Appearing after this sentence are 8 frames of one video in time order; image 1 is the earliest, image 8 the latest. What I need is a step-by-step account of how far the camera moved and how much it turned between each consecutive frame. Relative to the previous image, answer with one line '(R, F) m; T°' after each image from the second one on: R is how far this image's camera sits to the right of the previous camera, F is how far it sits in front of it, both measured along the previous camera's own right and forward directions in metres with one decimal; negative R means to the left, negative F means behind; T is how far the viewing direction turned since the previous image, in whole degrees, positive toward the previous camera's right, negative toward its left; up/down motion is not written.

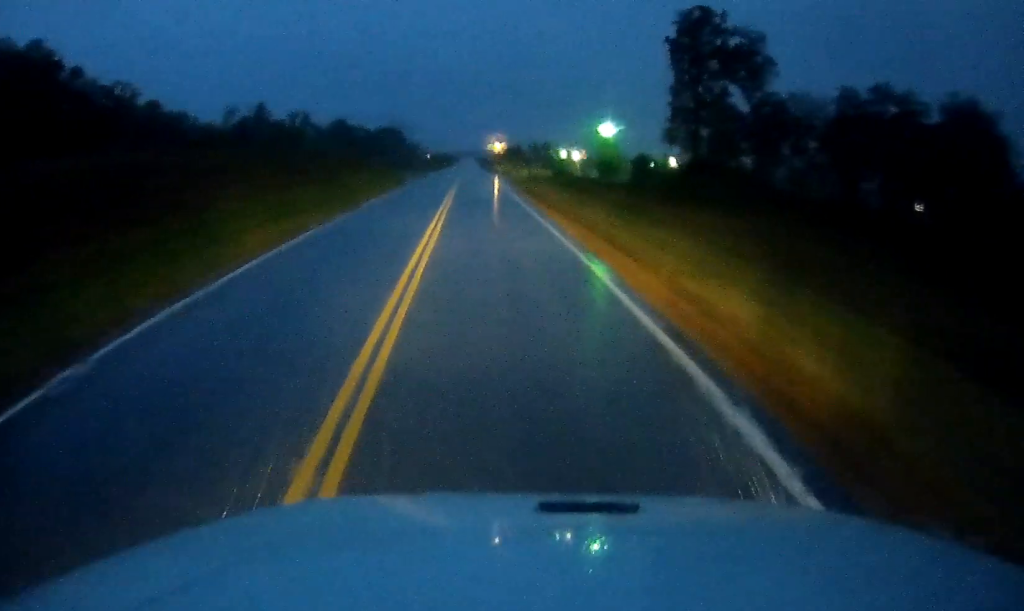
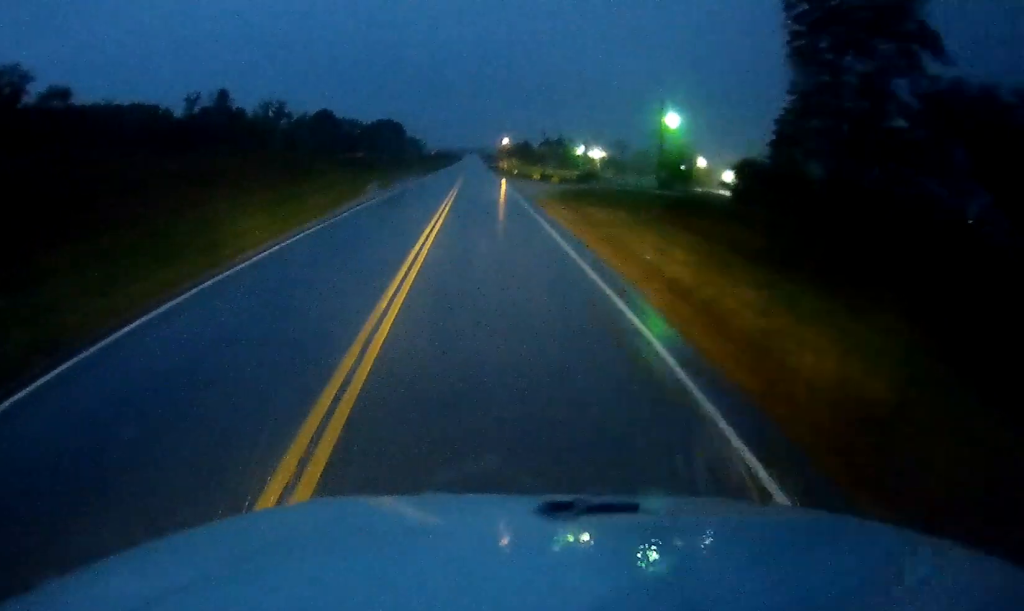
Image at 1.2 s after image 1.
(+0.4, +27.5) m; +1°
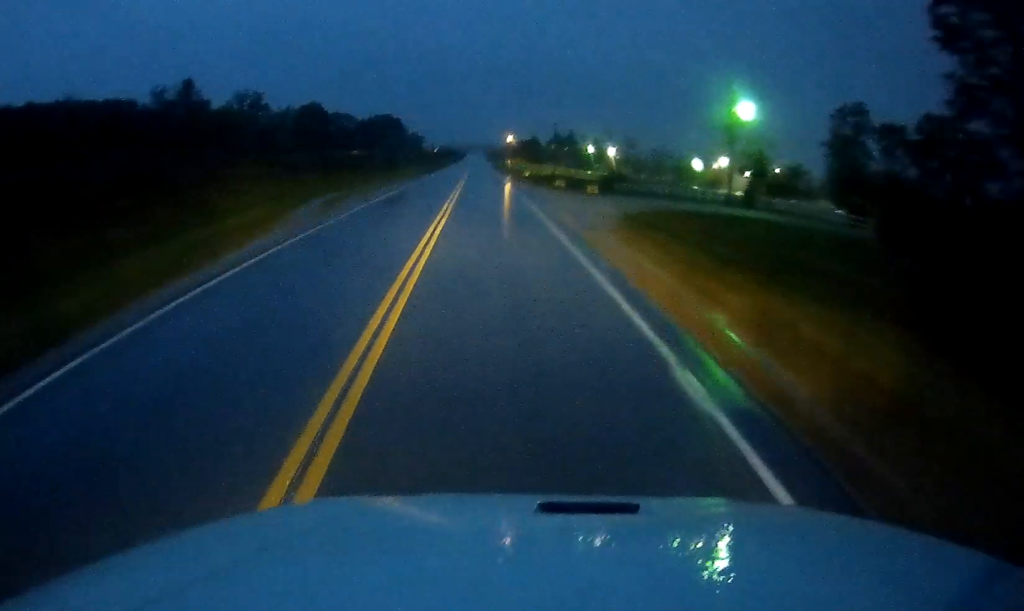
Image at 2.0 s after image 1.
(-0.1, +17.6) m; 0°
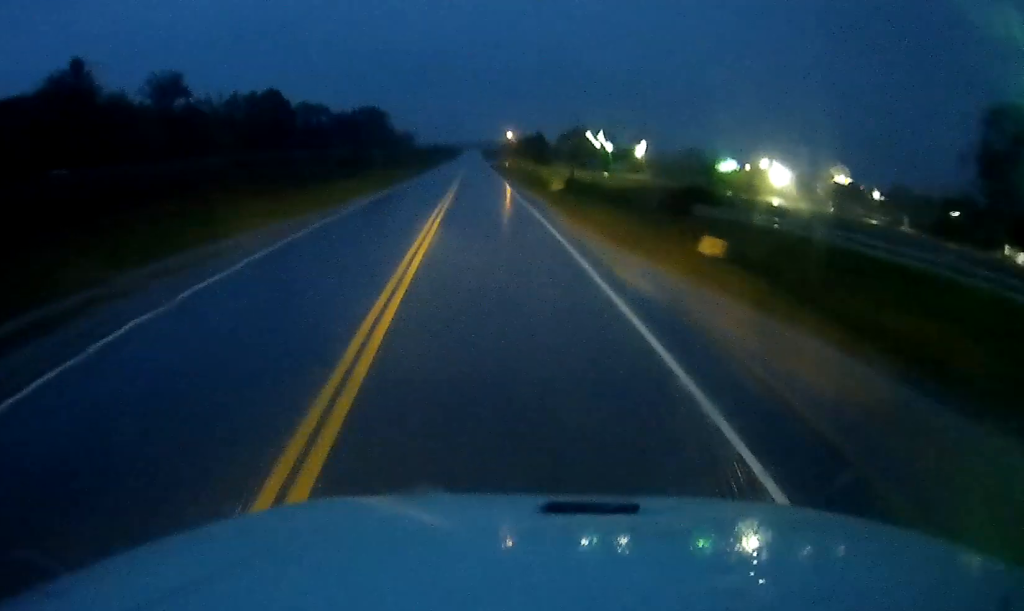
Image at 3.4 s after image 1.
(-0.1, +33.9) m; -1°
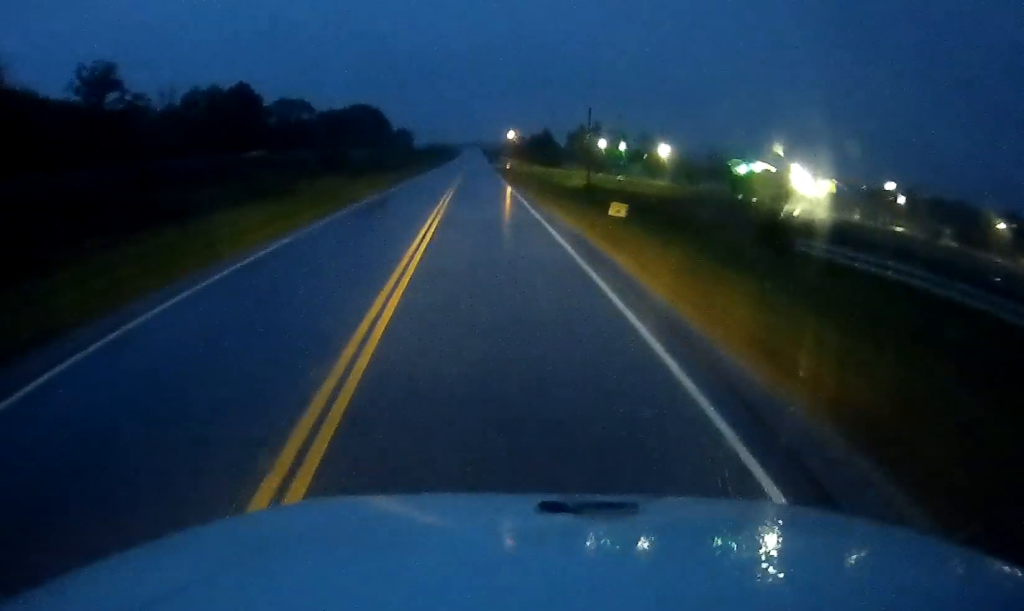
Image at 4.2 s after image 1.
(-0.3, +18.5) m; 0°
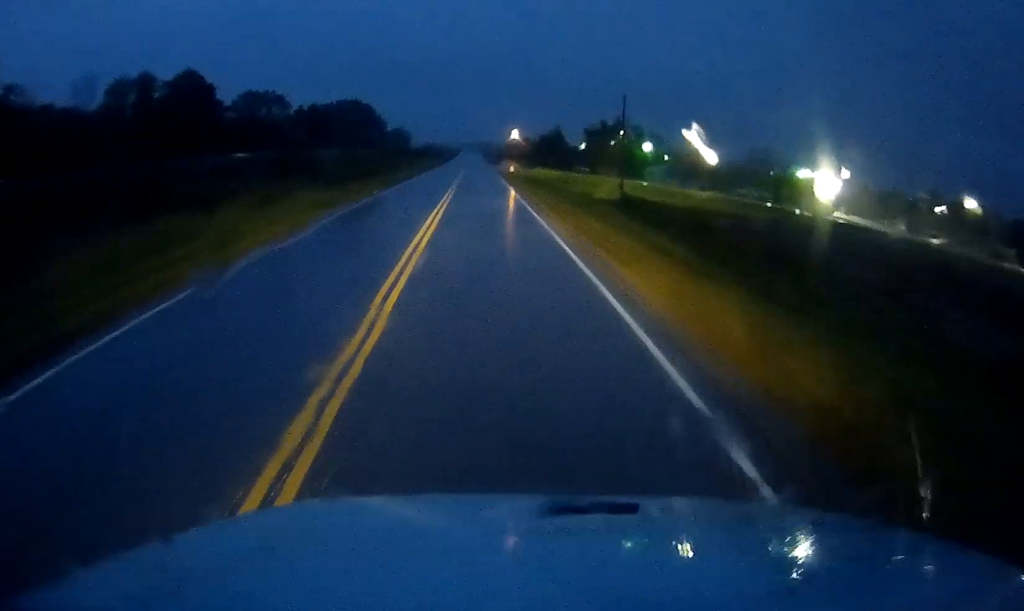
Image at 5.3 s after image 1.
(+0.4, +24.1) m; 0°
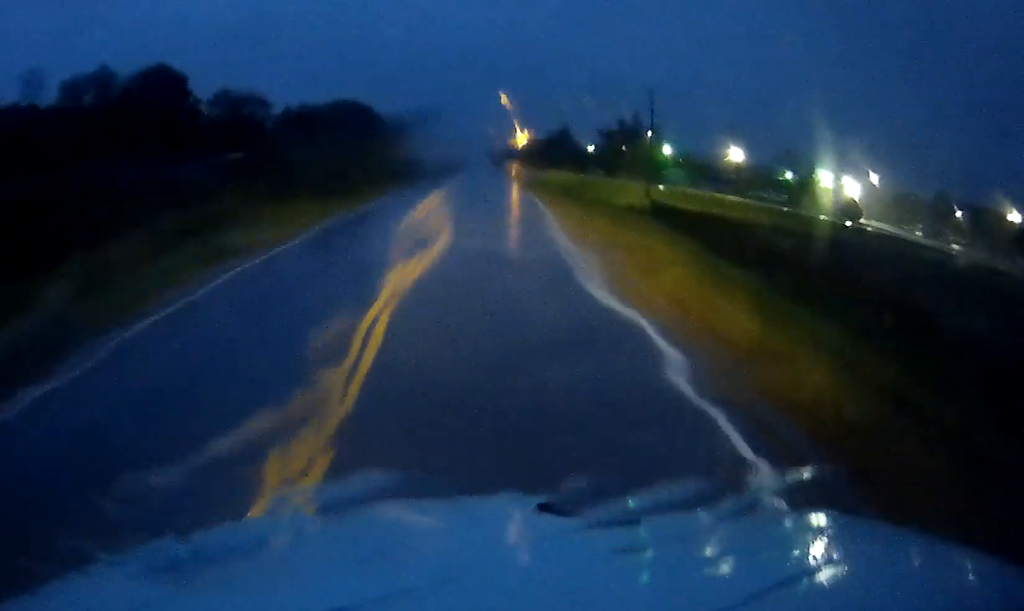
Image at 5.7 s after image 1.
(-0.1, +10.9) m; 0°
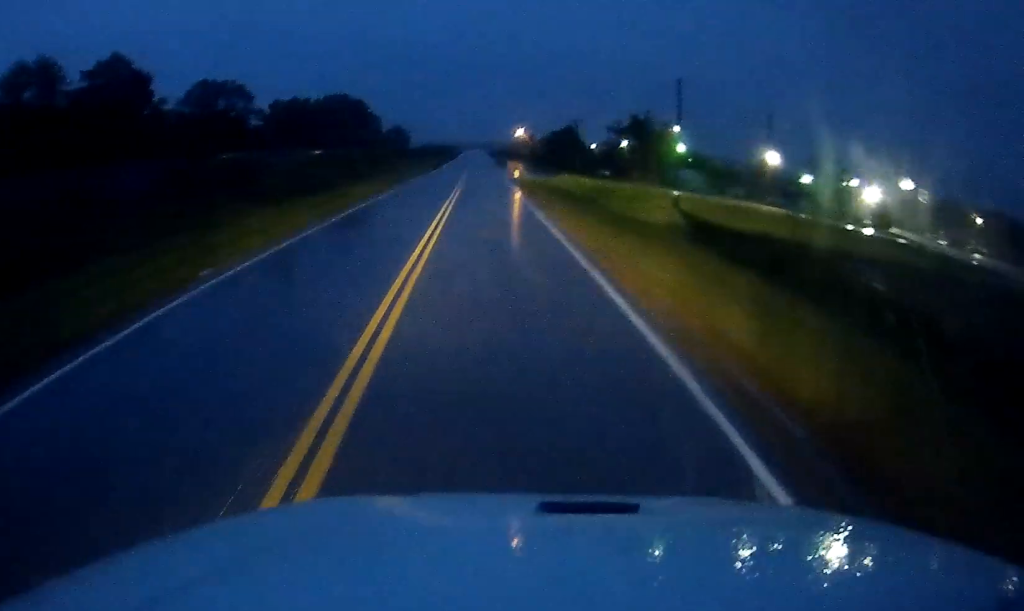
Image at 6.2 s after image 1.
(0.0, +11.7) m; 0°
